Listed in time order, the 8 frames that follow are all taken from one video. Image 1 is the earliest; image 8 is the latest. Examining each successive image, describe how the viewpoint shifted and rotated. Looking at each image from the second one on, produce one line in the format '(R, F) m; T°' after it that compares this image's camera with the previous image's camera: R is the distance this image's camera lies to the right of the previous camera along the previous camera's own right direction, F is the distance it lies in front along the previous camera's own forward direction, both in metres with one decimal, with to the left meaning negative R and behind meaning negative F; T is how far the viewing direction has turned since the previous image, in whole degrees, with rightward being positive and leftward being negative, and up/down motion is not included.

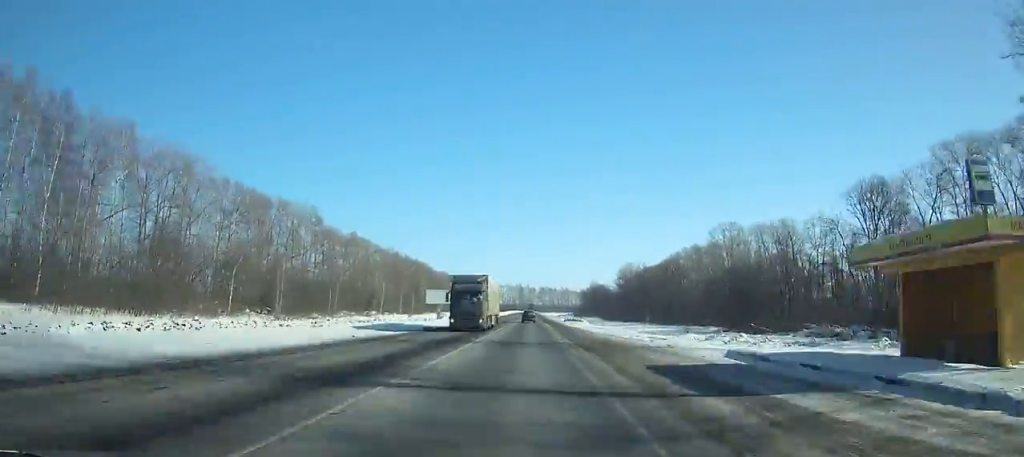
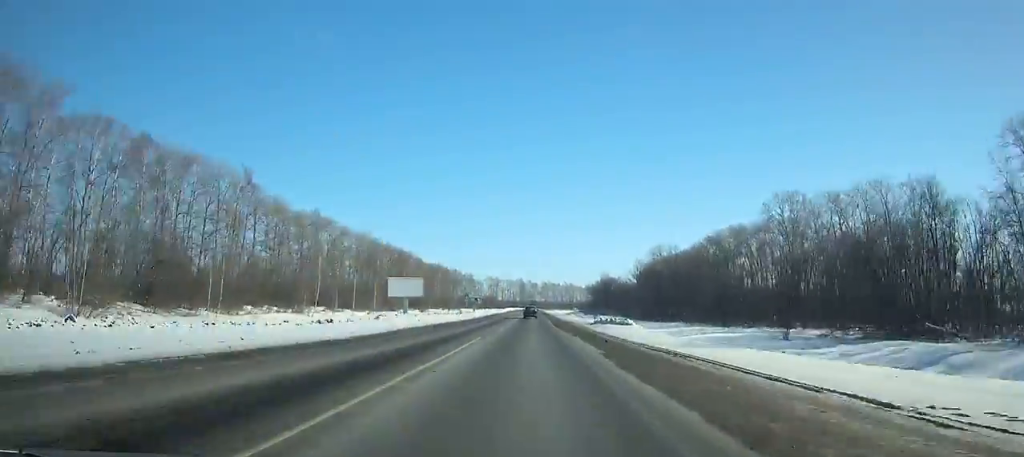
(0.0, +38.6) m; 0°
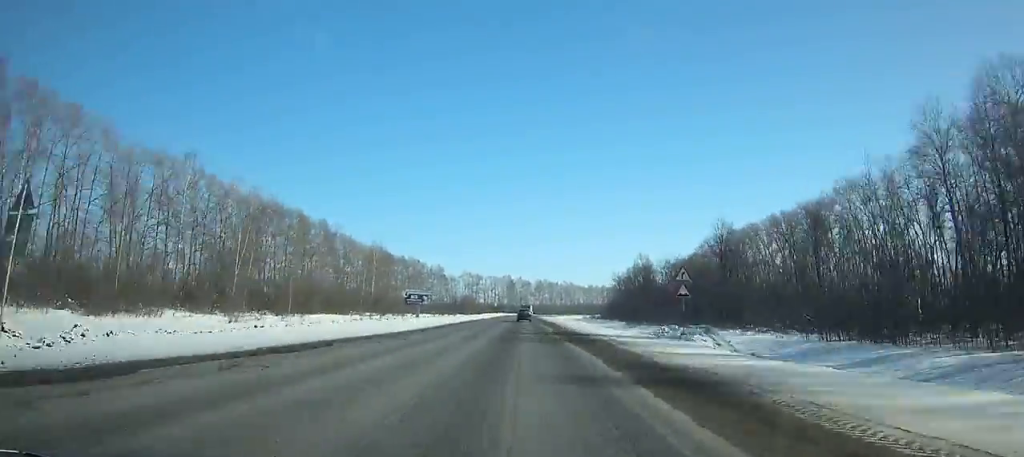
(-0.1, +106.3) m; 0°
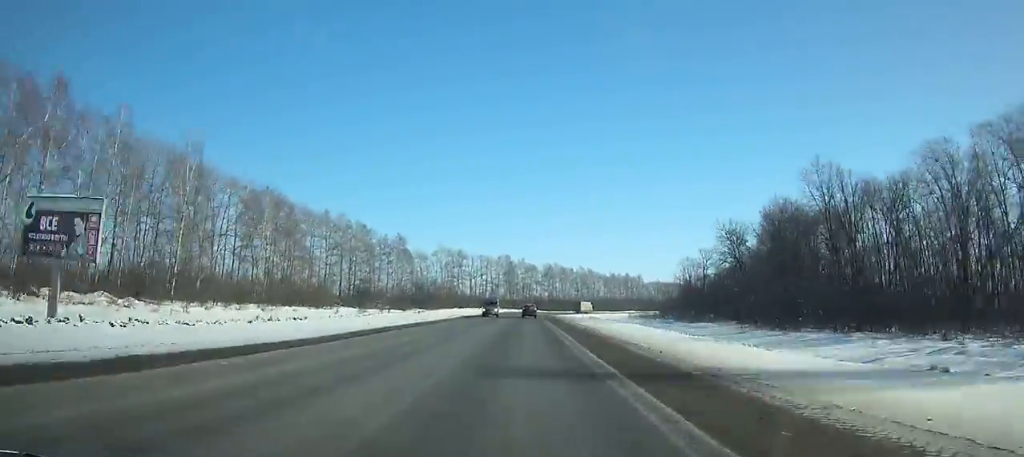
(+0.1, +102.9) m; 0°
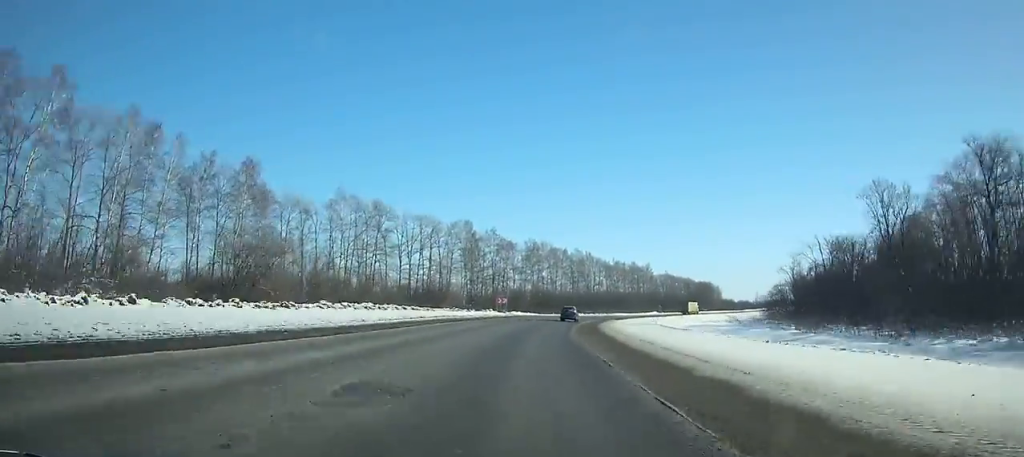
(+0.8, +101.2) m; +4°
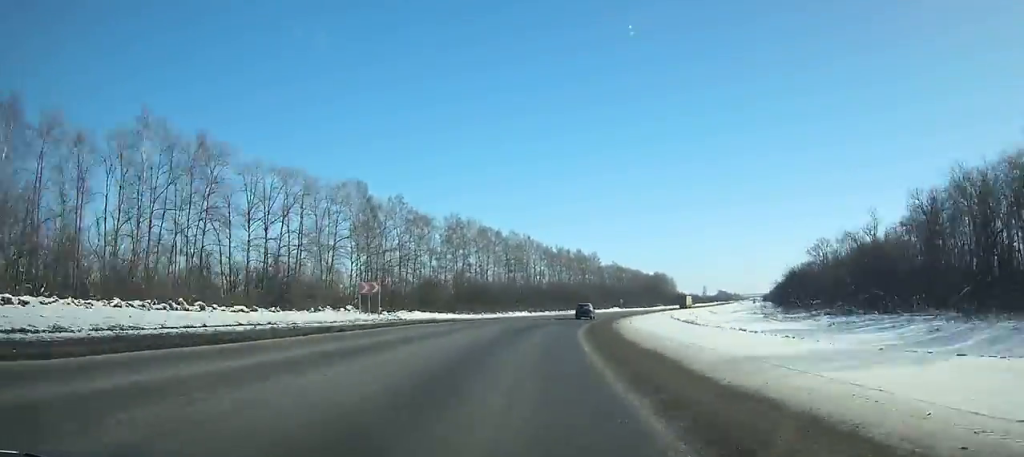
(+2.4, +48.5) m; +6°
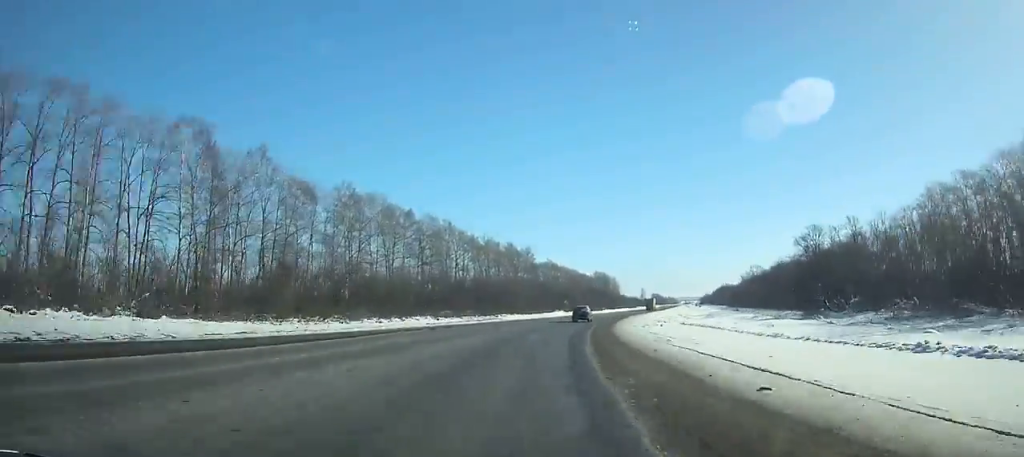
(-0.1, +38.4) m; +6°
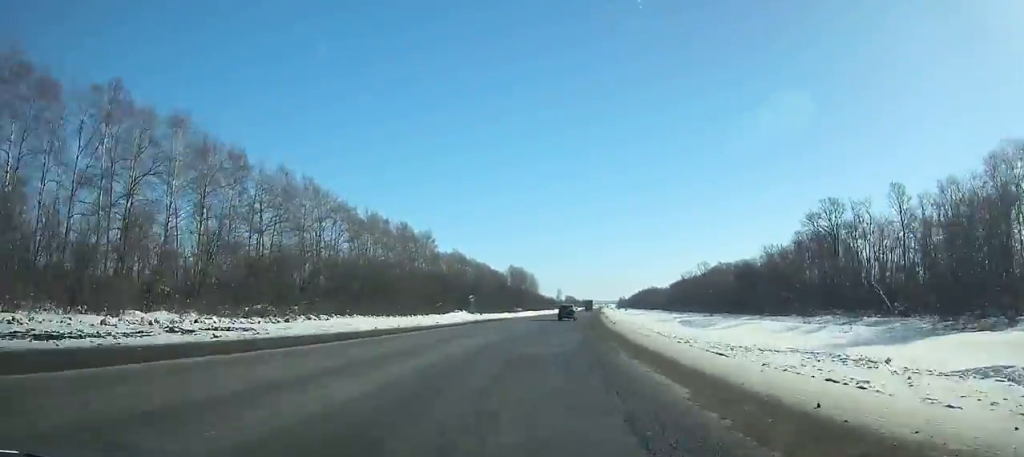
(+5.2, +49.2) m; +7°
